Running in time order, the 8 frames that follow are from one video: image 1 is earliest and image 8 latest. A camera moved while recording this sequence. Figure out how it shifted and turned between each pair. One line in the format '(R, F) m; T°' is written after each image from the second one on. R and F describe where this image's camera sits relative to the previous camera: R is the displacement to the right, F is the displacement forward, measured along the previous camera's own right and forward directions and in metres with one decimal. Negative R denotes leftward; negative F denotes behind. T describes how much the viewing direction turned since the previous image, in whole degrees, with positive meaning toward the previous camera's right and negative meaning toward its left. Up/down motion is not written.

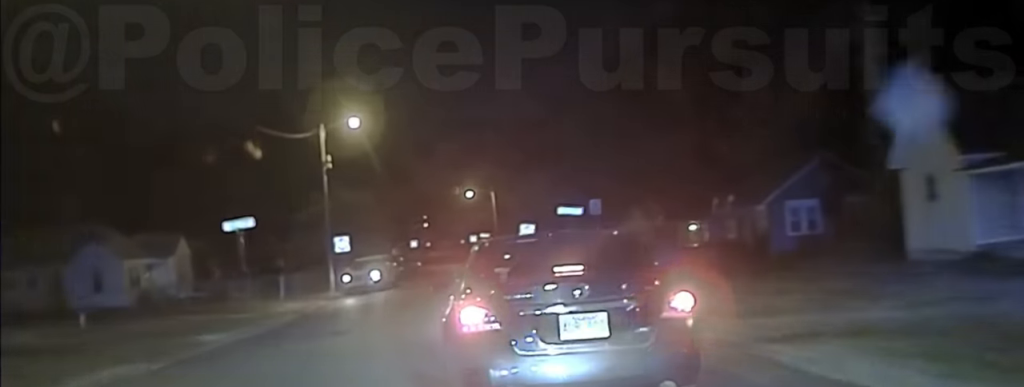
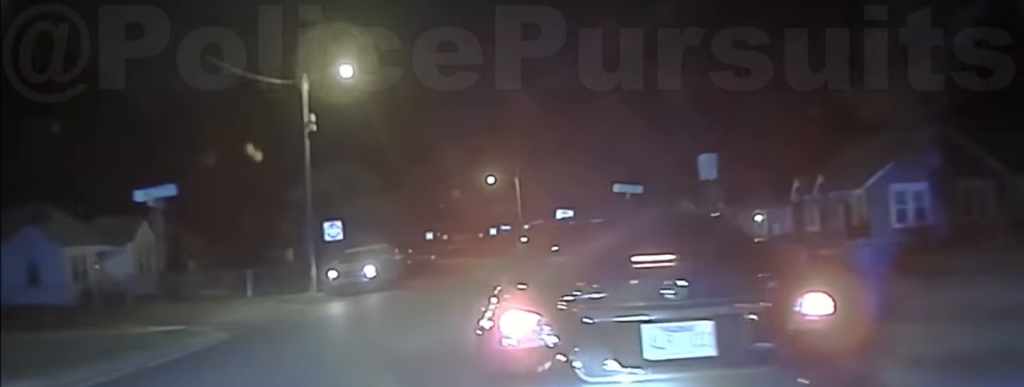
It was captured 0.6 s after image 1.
(-0.2, +8.5) m; +2°
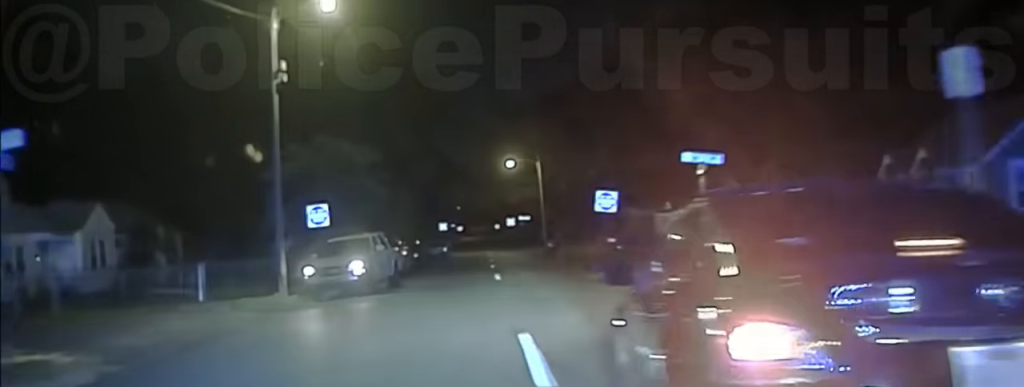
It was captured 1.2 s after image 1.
(-0.1, +6.3) m; +10°
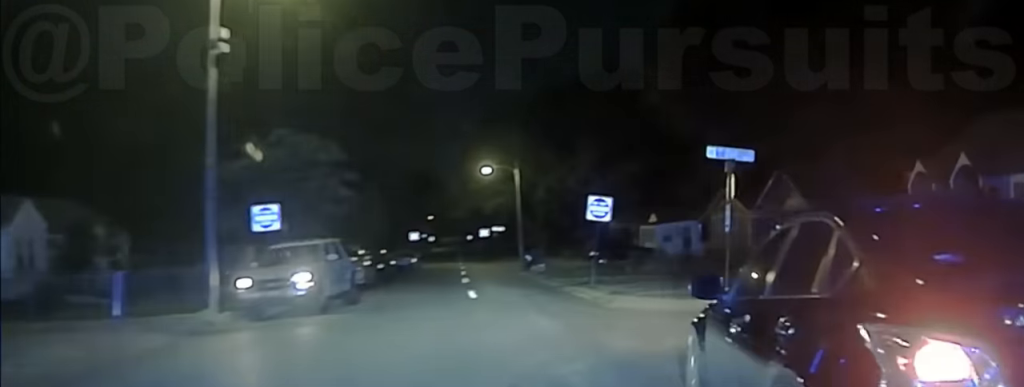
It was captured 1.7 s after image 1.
(+0.3, +4.0) m; +12°
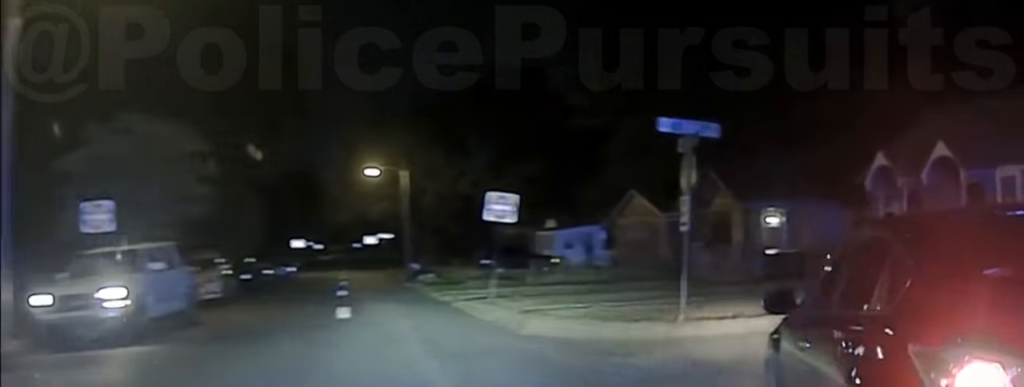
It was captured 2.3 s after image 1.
(+1.1, +4.5) m; +22°
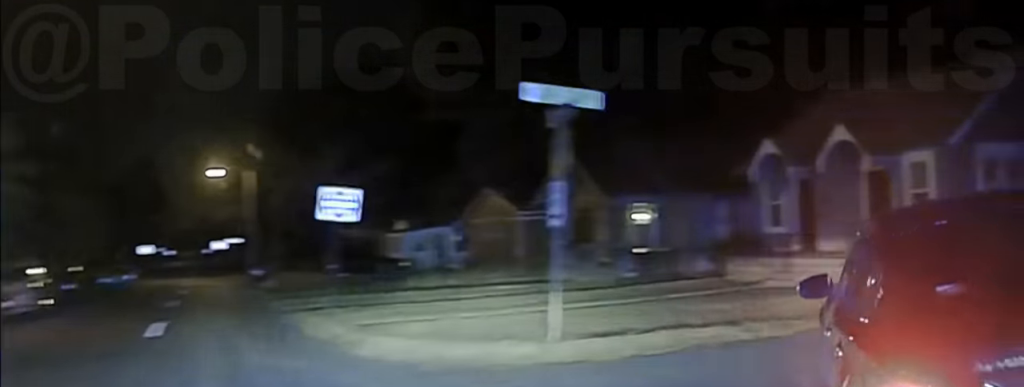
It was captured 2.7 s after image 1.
(+0.5, +2.8) m; +13°
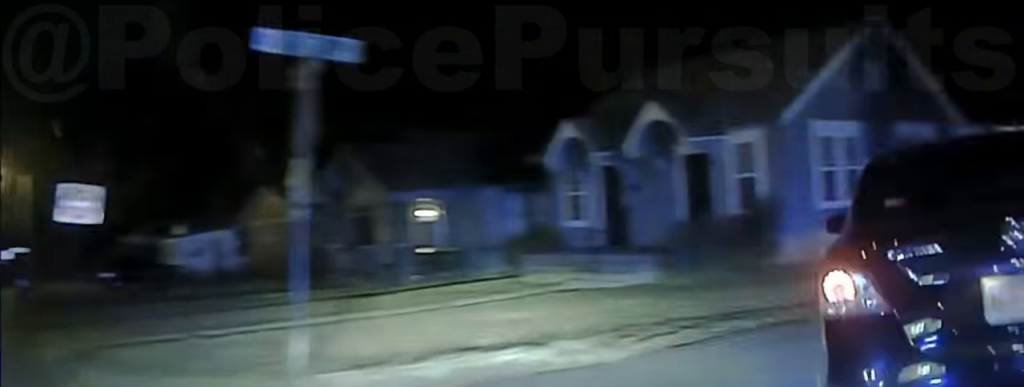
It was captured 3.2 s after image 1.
(+0.3, +3.3) m; +14°
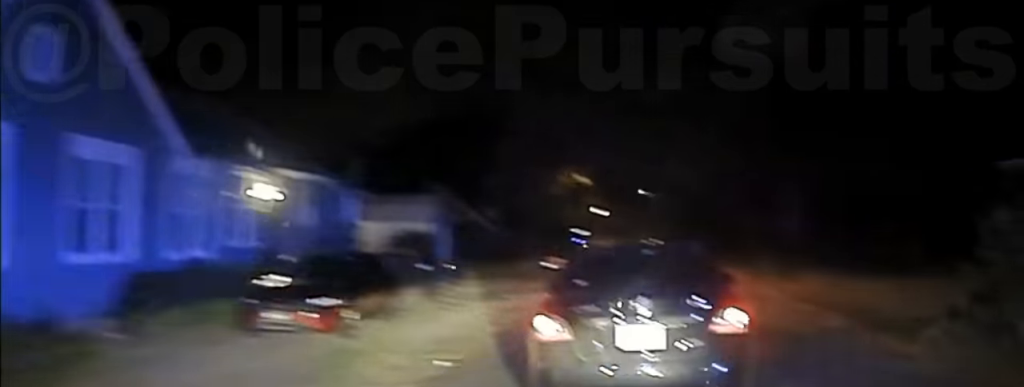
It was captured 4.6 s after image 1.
(+2.9, +10.9) m; +19°
